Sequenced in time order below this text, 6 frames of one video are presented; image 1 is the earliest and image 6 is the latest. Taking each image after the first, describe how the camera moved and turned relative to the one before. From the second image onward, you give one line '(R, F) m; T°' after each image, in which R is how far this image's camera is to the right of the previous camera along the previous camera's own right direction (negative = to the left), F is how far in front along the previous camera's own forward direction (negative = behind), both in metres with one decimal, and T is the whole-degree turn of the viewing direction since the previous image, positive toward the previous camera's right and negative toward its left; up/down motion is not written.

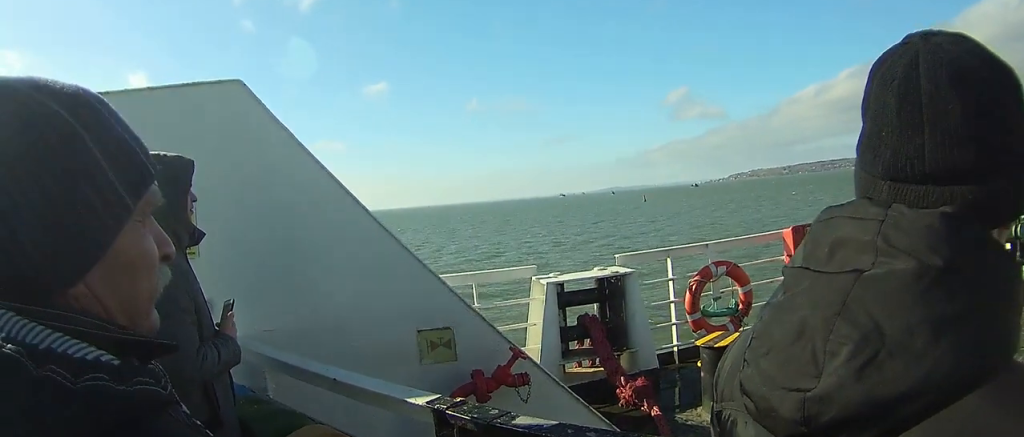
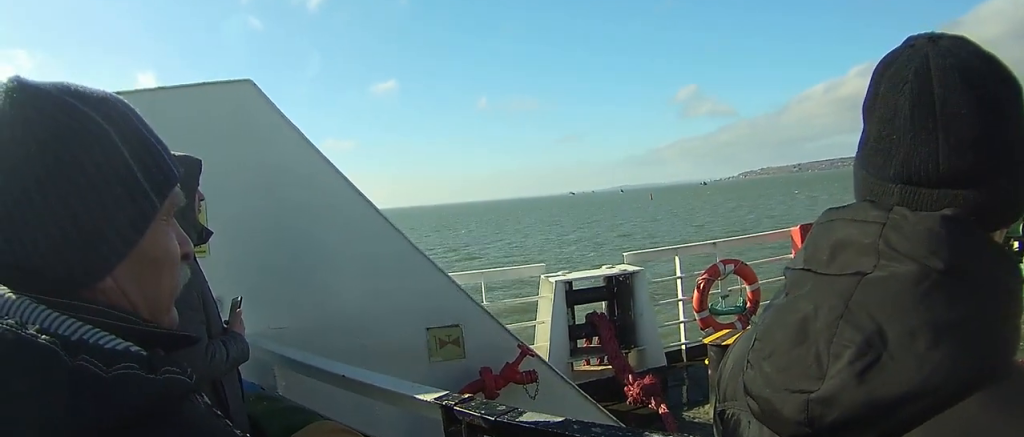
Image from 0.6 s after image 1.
(0.0, +2.8) m; 0°
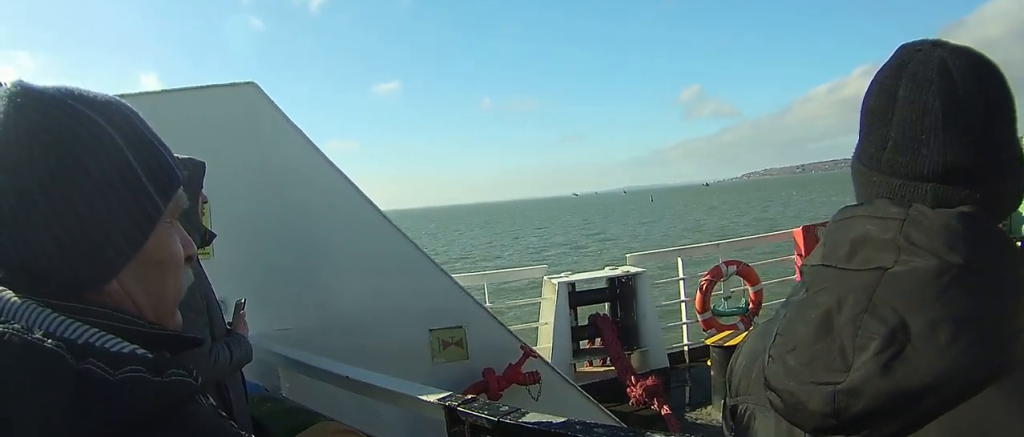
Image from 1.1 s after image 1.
(0.0, +2.2) m; 0°
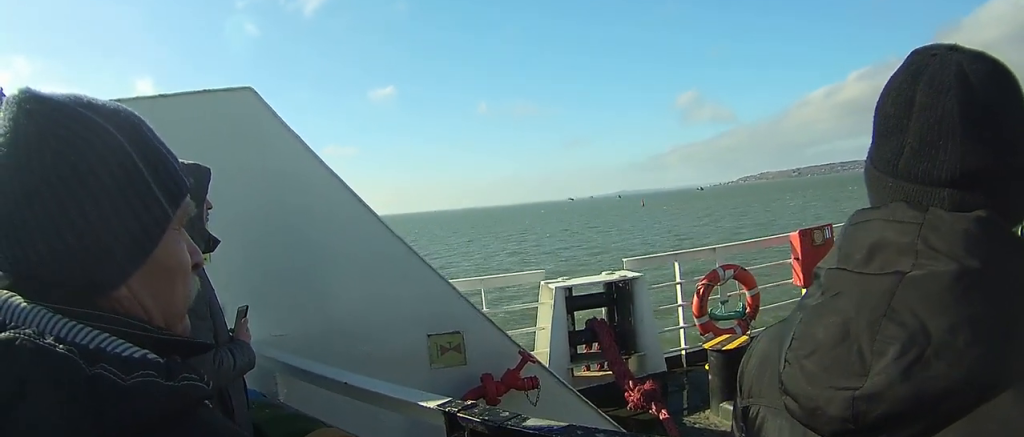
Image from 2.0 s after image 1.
(0.0, +3.7) m; 0°
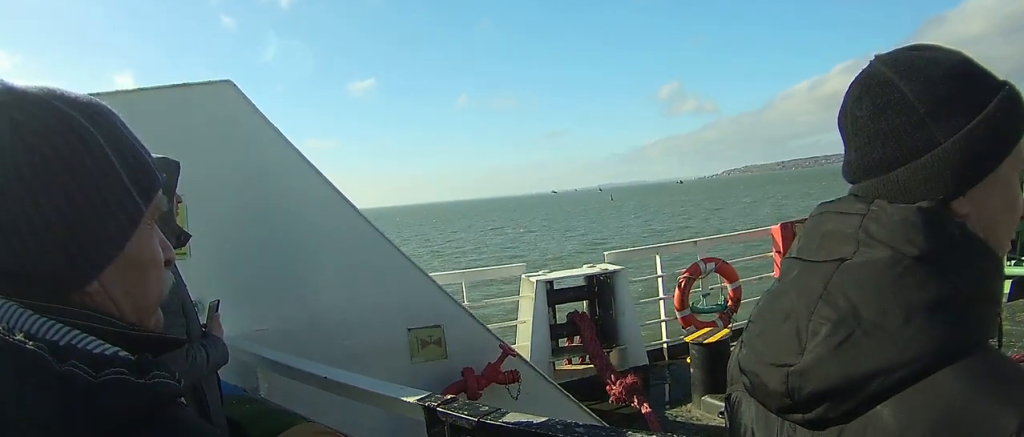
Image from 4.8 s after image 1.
(-0.3, +11.9) m; -2°
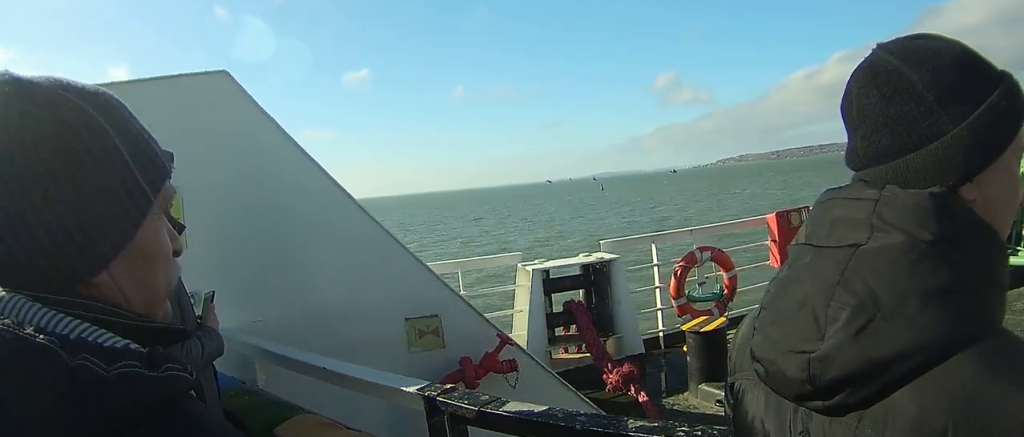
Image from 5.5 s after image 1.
(0.0, +3.0) m; 0°
